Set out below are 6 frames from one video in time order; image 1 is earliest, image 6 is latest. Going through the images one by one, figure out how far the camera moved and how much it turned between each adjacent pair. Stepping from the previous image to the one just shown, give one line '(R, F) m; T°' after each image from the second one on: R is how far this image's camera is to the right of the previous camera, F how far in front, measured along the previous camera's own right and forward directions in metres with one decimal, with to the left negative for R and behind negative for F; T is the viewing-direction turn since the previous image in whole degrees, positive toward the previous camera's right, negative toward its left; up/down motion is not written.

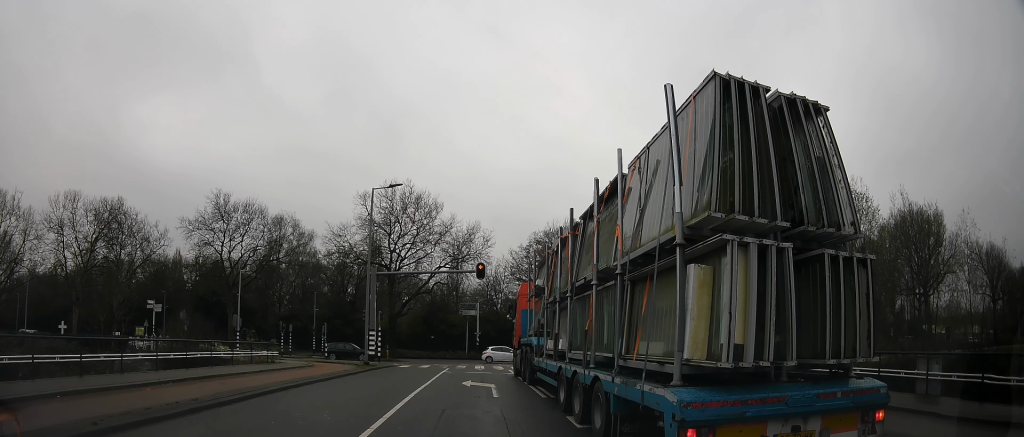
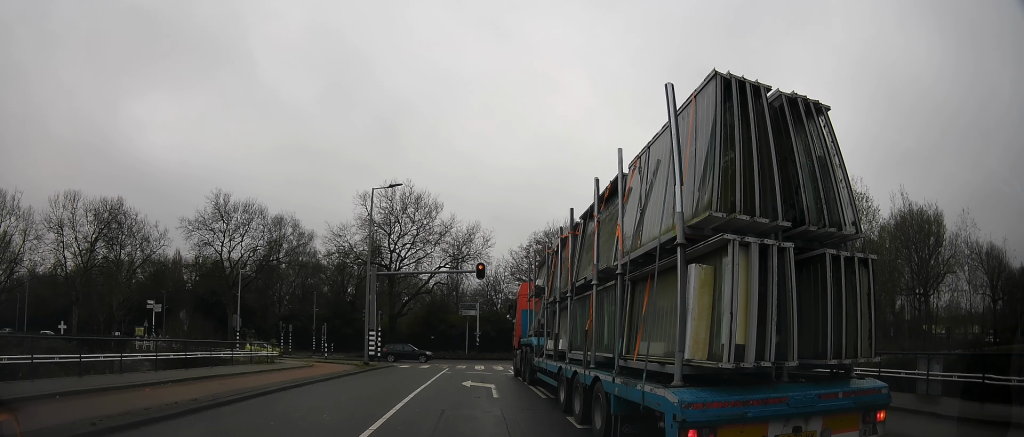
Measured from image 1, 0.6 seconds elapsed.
(0.0, 0.0) m; 0°
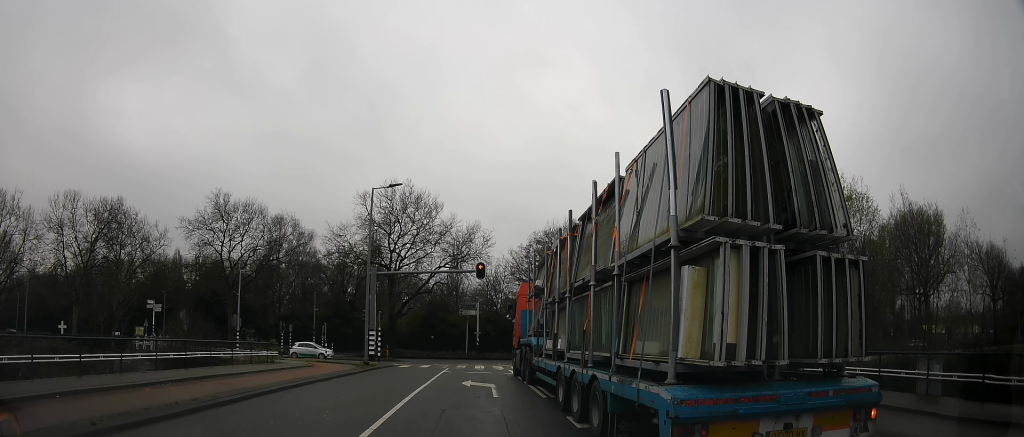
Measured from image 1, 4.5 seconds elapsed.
(-0.1, +1.0) m; 0°
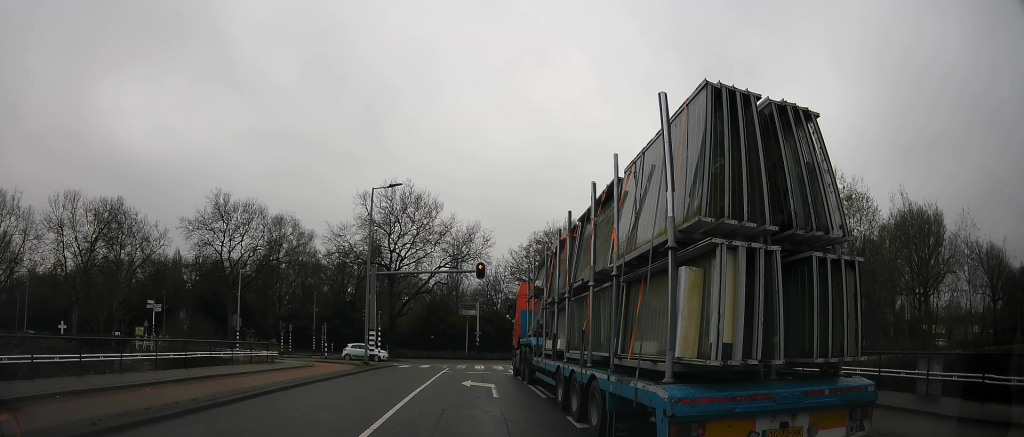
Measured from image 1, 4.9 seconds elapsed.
(0.0, 0.0) m; 0°
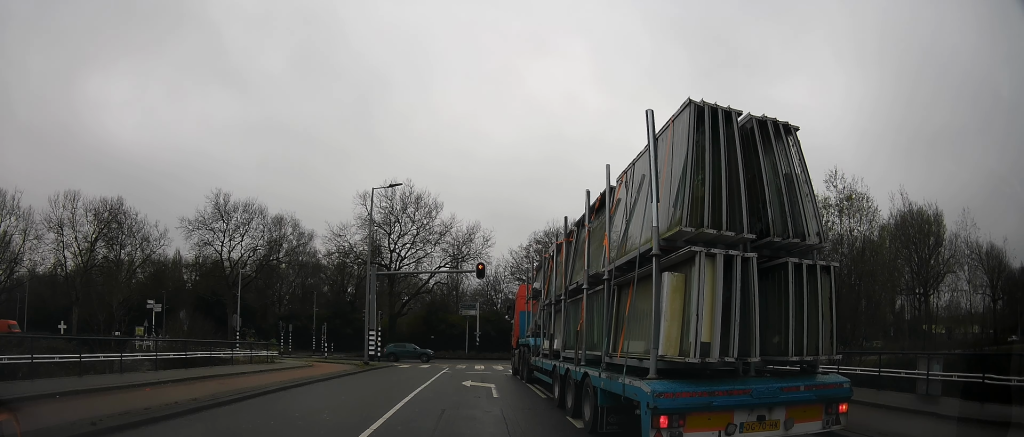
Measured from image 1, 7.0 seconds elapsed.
(-0.1, +0.5) m; 0°
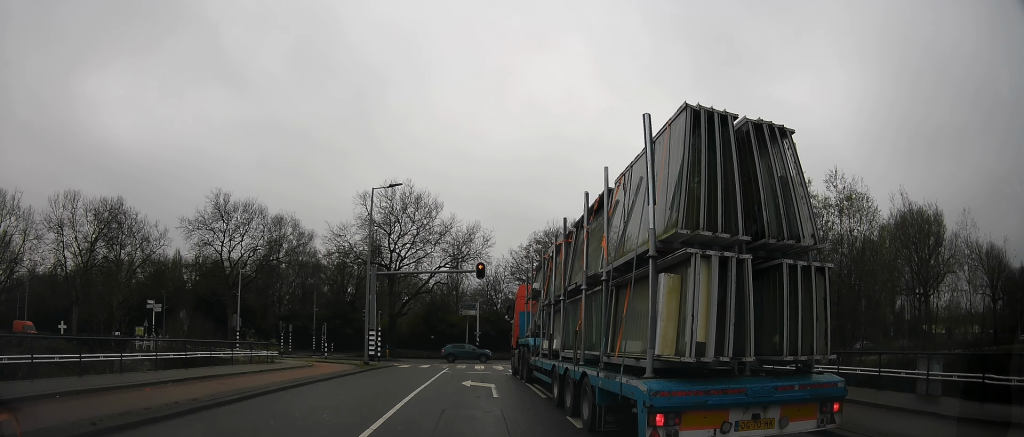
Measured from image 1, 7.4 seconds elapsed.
(0.0, 0.0) m; 0°
